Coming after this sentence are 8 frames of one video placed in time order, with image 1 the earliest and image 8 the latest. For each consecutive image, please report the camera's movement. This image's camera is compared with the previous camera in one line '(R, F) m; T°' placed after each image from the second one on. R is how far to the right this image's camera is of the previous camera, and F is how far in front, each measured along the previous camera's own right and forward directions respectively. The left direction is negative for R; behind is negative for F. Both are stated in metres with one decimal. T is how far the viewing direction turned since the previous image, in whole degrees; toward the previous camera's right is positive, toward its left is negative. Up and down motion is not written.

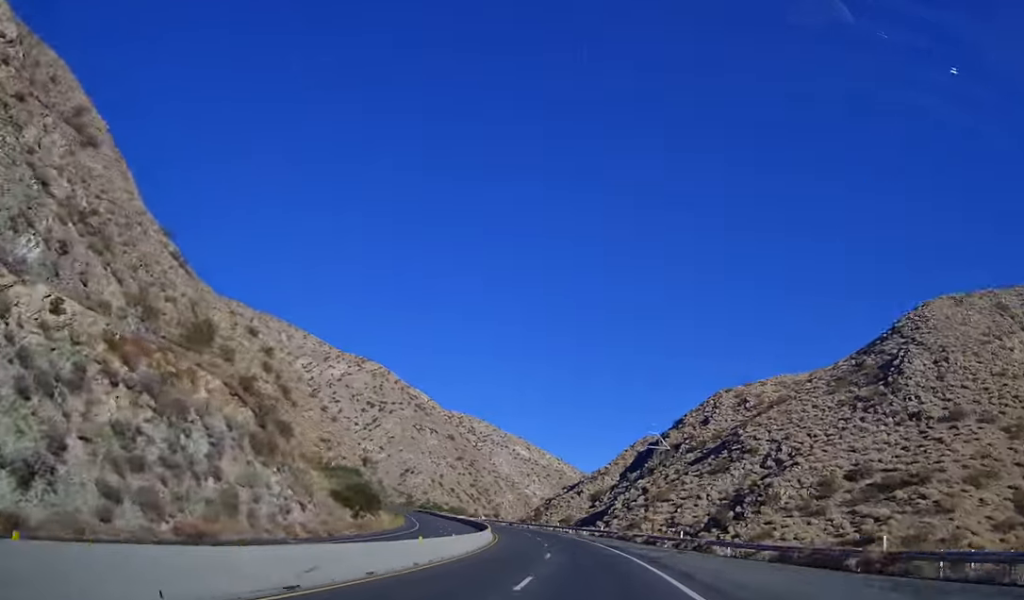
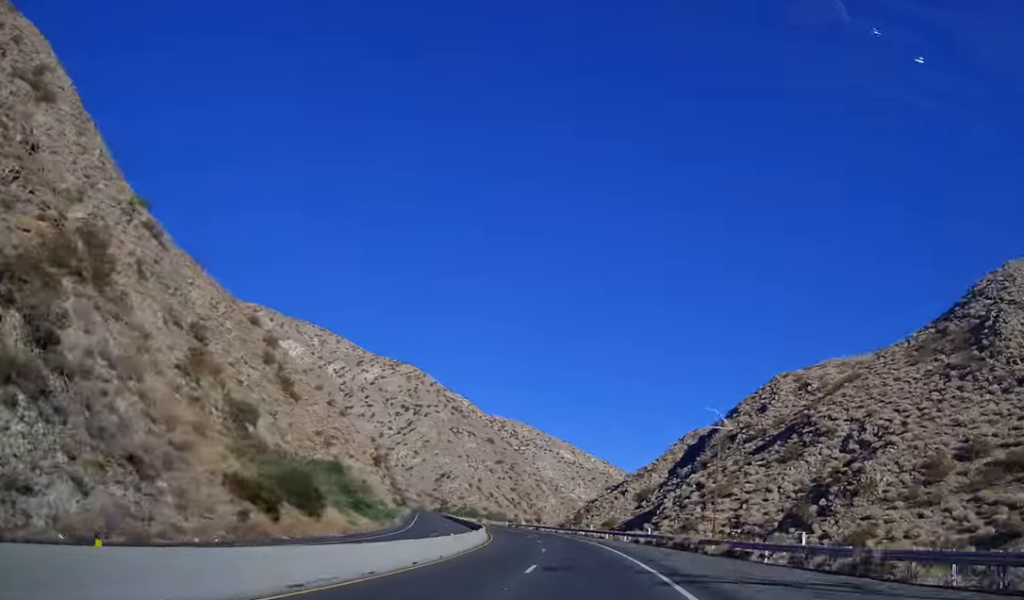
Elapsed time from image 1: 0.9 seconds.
(-0.5, +24.1) m; -4°
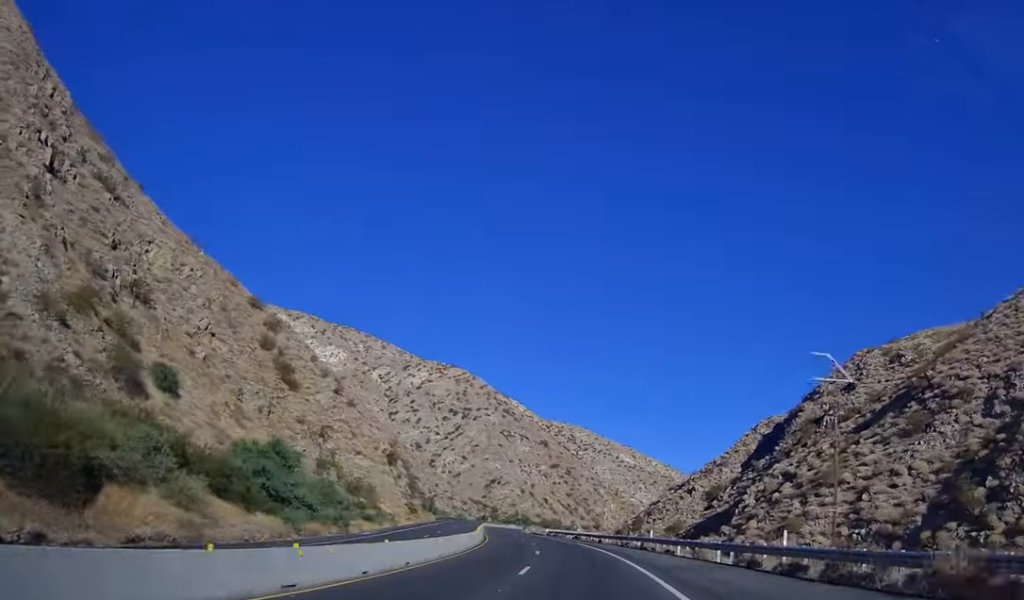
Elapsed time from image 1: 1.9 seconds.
(-1.1, +29.4) m; -6°
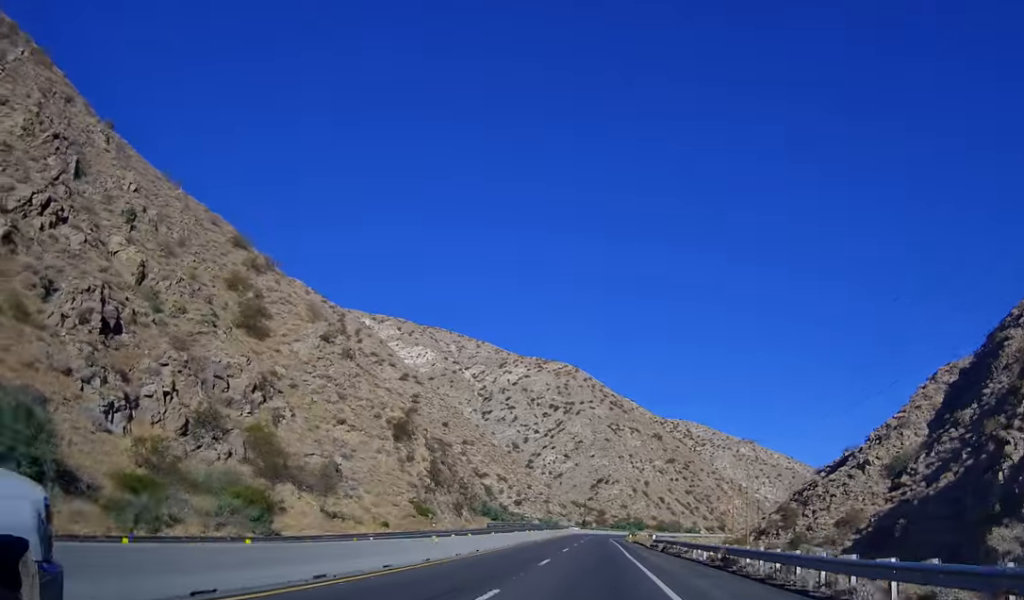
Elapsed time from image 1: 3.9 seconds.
(-5.0, +52.8) m; -10°
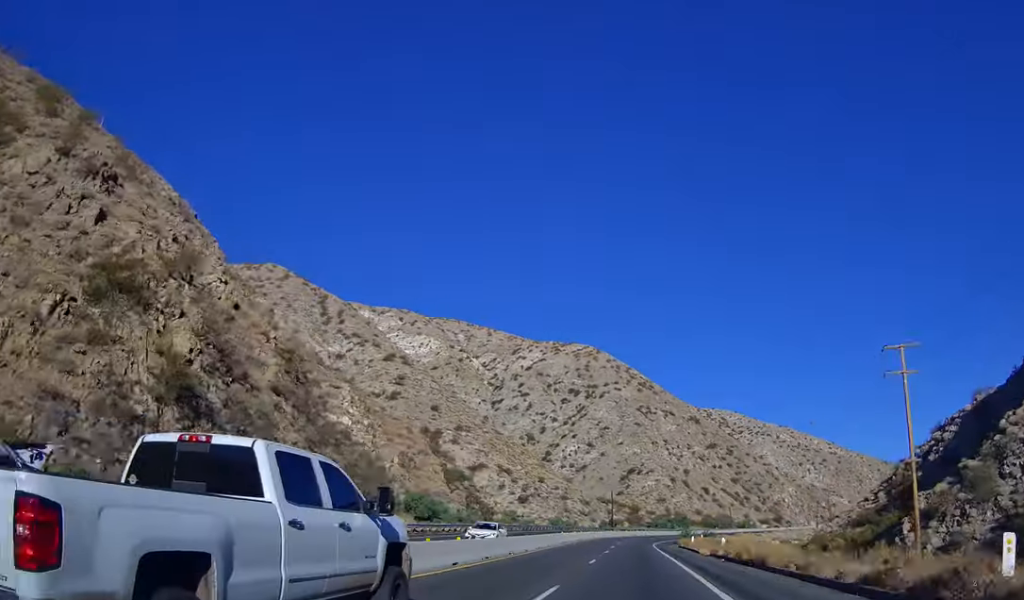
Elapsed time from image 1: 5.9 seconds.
(-5.3, +56.3) m; -7°
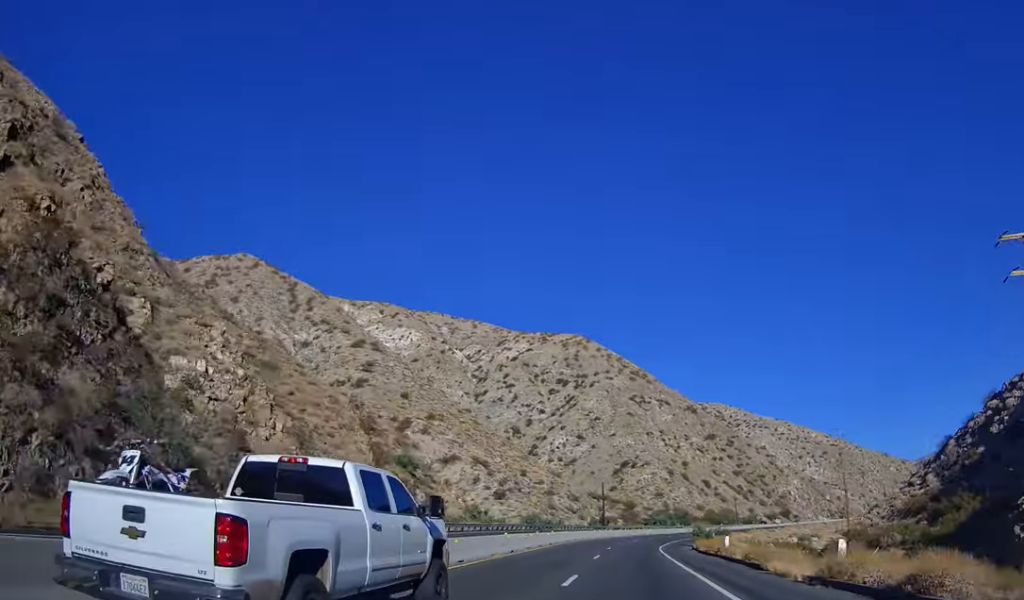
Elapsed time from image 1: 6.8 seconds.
(-1.1, +23.9) m; -1°
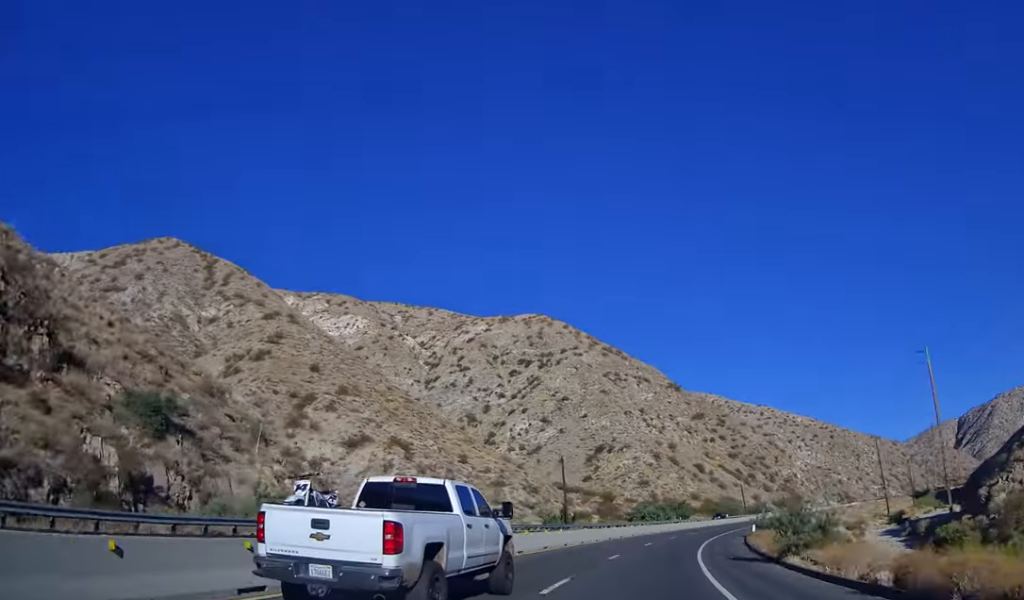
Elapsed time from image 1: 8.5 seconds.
(-0.1, +46.2) m; +1°
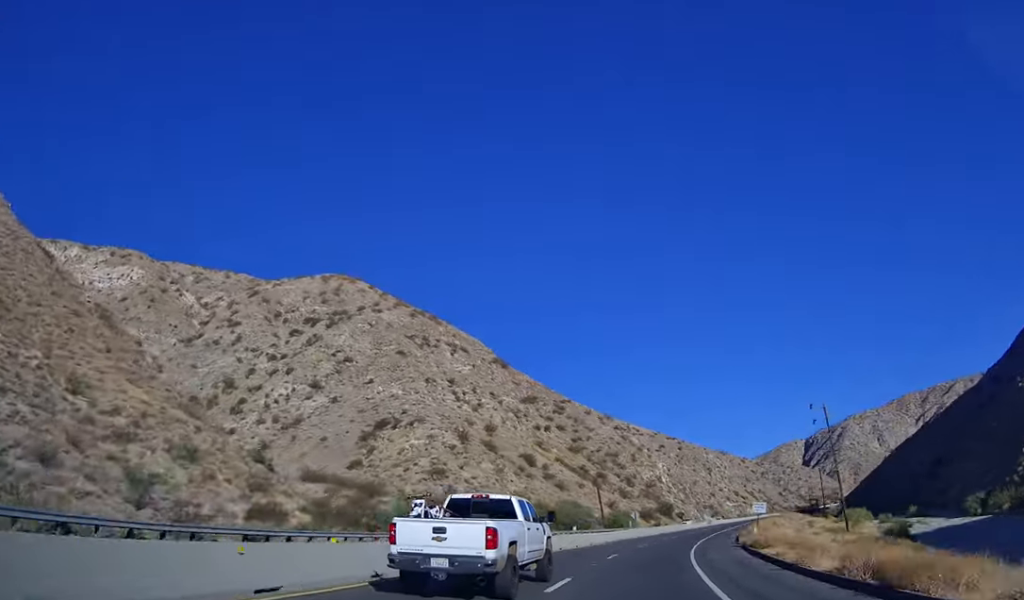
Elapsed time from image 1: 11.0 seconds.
(+1.7, +71.1) m; +6°
